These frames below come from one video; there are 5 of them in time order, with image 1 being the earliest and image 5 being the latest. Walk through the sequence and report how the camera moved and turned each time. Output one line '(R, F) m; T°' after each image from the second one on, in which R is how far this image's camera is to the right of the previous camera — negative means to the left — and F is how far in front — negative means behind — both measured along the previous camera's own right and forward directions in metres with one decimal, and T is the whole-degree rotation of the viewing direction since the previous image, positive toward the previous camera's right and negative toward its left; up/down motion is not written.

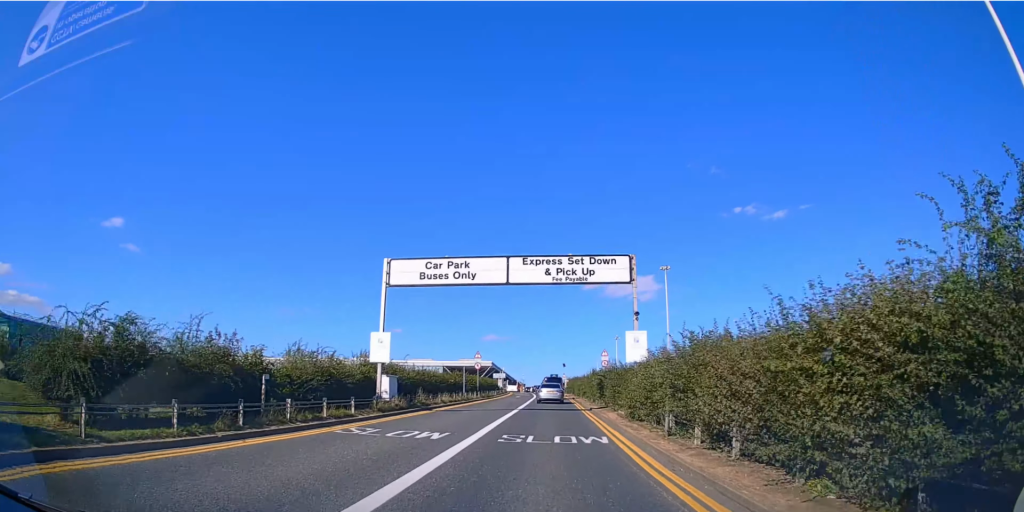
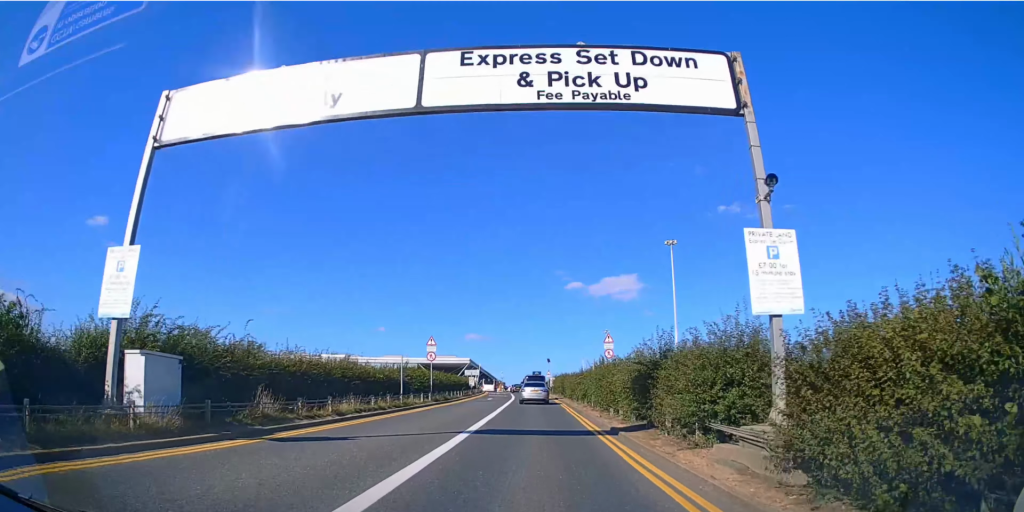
(0.0, +14.4) m; +1°
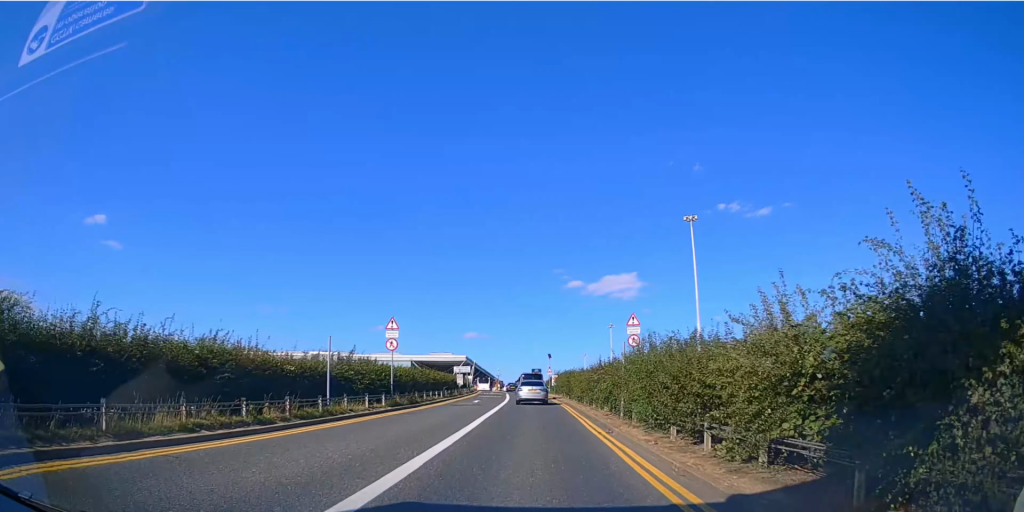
(+0.2, +9.0) m; 0°
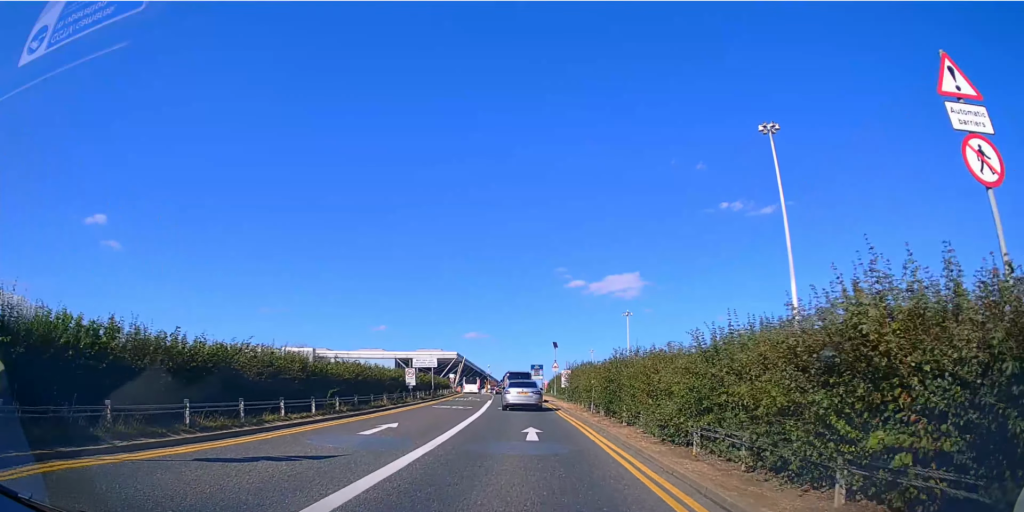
(-0.5, +20.1) m; -1°
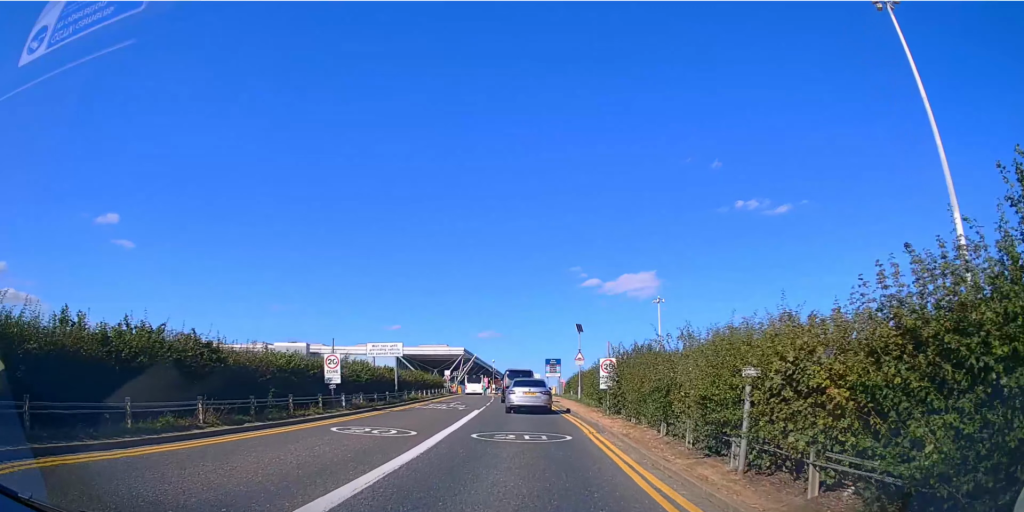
(+0.4, +15.8) m; +2°
